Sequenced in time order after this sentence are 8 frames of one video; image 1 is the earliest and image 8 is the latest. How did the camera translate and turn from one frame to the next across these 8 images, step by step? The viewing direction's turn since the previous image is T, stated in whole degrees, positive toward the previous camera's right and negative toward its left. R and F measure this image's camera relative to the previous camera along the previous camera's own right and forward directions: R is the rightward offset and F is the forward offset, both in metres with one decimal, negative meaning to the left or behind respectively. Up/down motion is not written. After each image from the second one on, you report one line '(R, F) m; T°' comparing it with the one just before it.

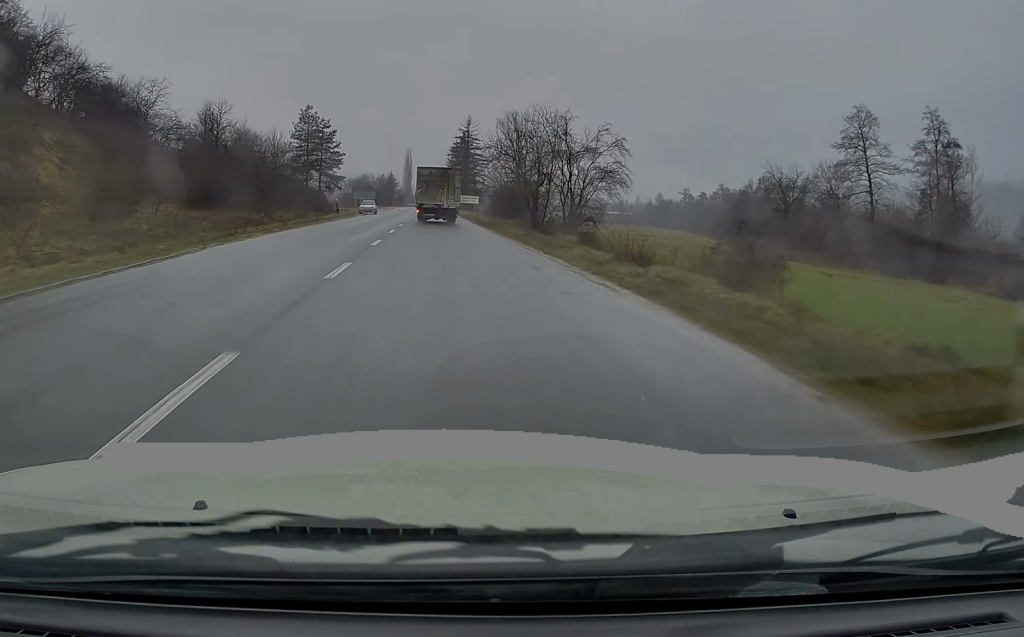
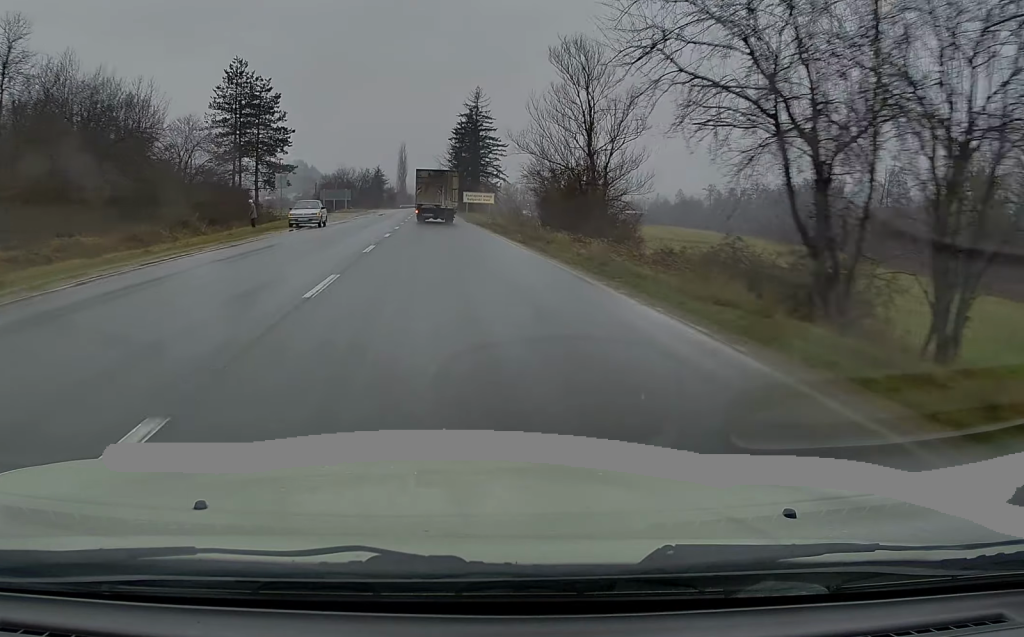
(+0.2, +37.7) m; 0°
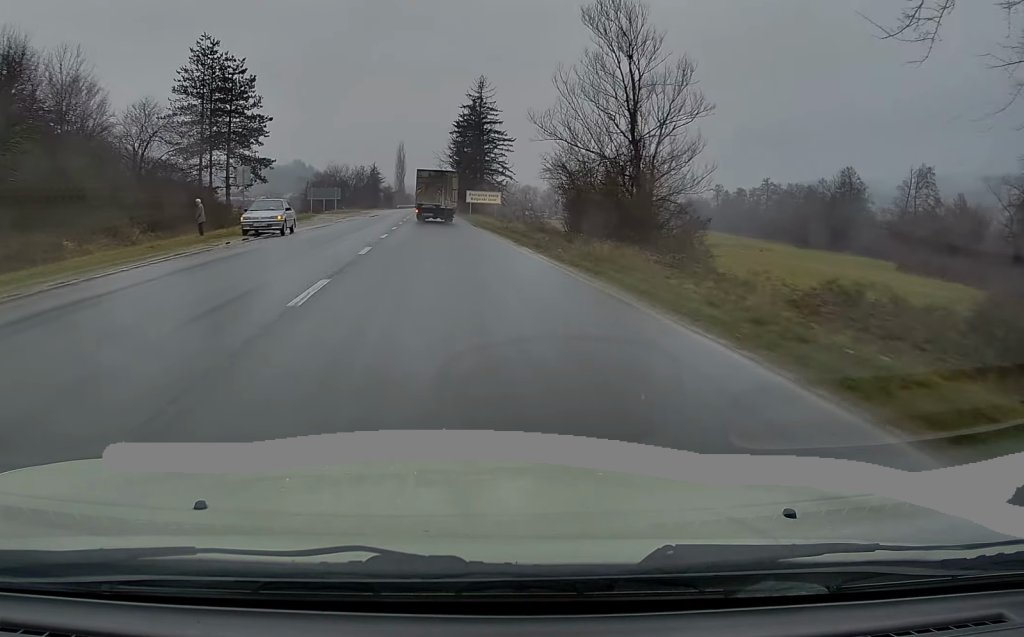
(-0.2, +9.7) m; 0°
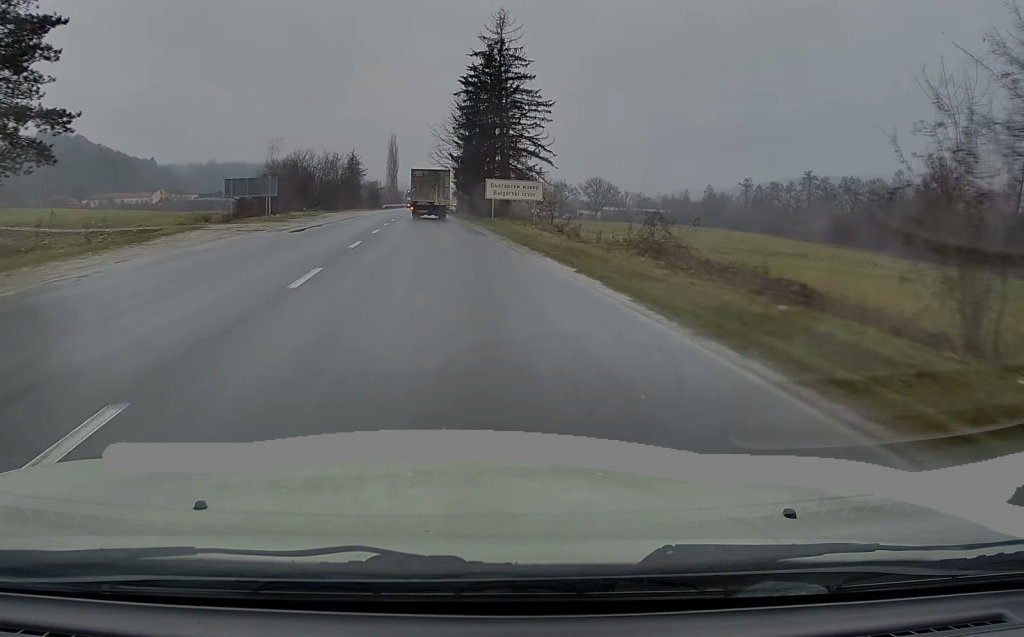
(+0.1, +34.3) m; 0°
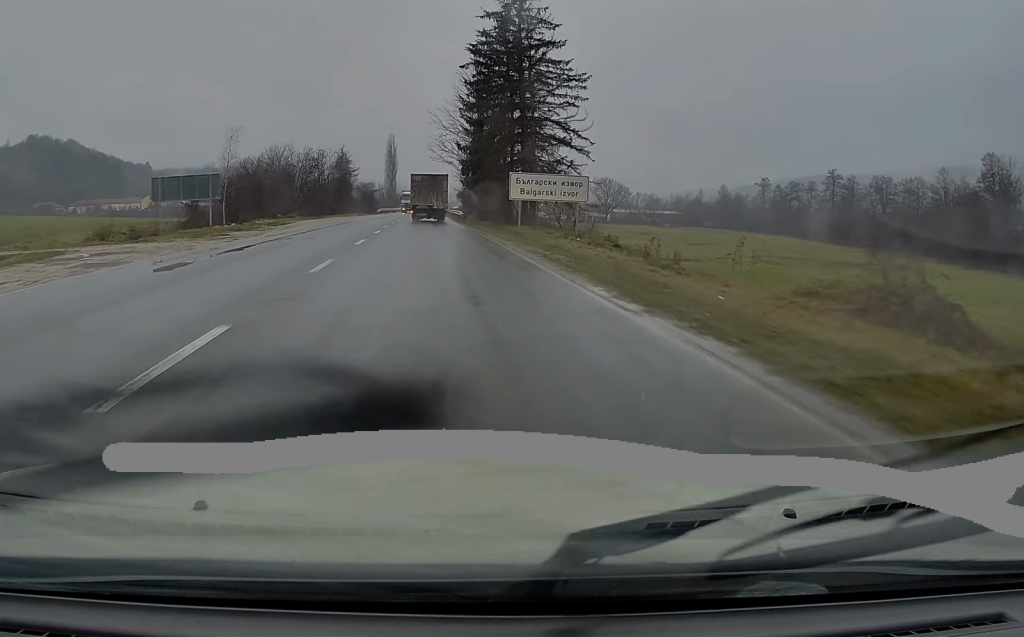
(+0.1, +14.9) m; 0°
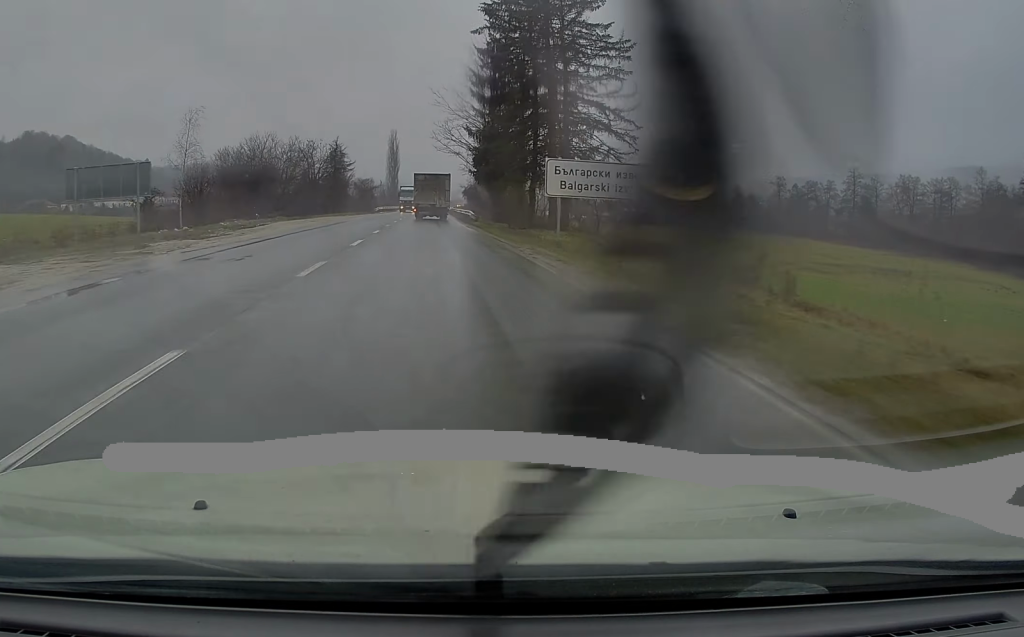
(+0.2, +10.4) m; 0°
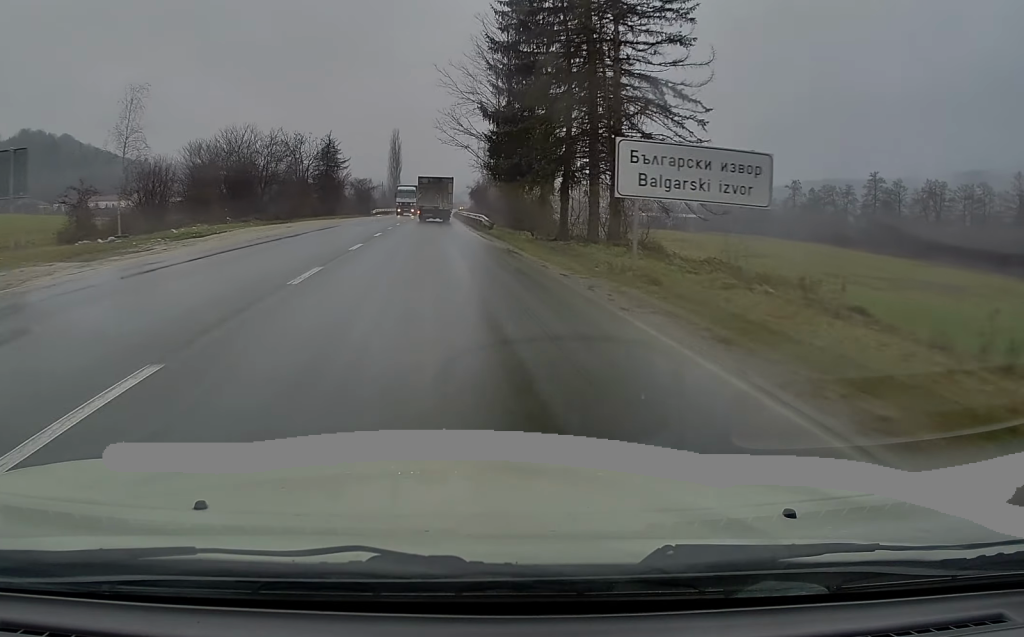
(-0.2, +9.5) m; 0°
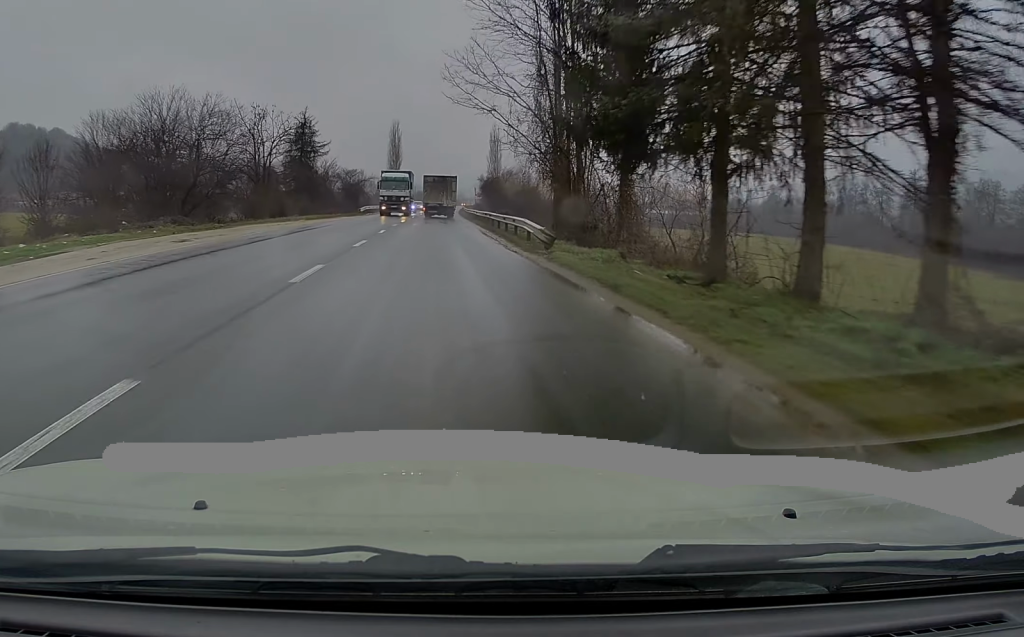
(+0.1, +18.2) m; 0°
